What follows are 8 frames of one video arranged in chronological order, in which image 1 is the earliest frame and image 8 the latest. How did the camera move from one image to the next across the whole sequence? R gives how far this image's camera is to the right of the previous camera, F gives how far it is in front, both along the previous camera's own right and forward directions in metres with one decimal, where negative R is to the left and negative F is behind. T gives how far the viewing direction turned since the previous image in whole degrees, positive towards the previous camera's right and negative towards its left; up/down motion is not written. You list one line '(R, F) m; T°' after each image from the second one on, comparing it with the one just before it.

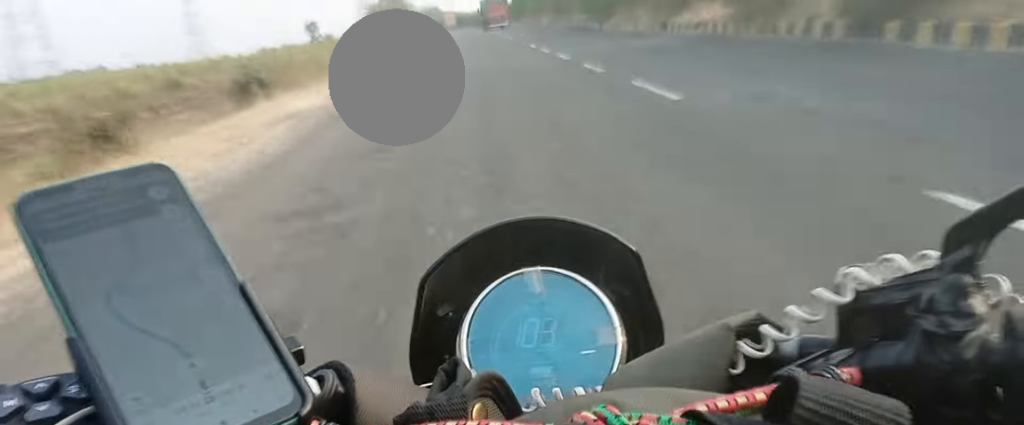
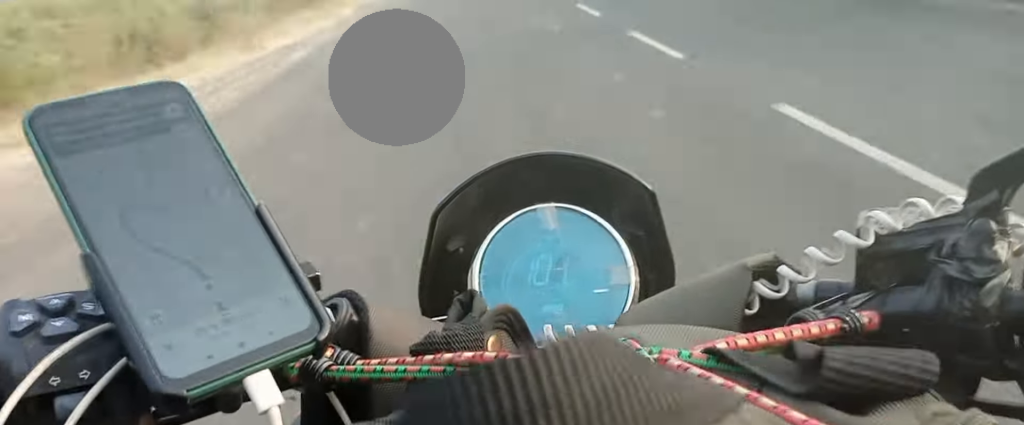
(+0.1, +19.4) m; 0°
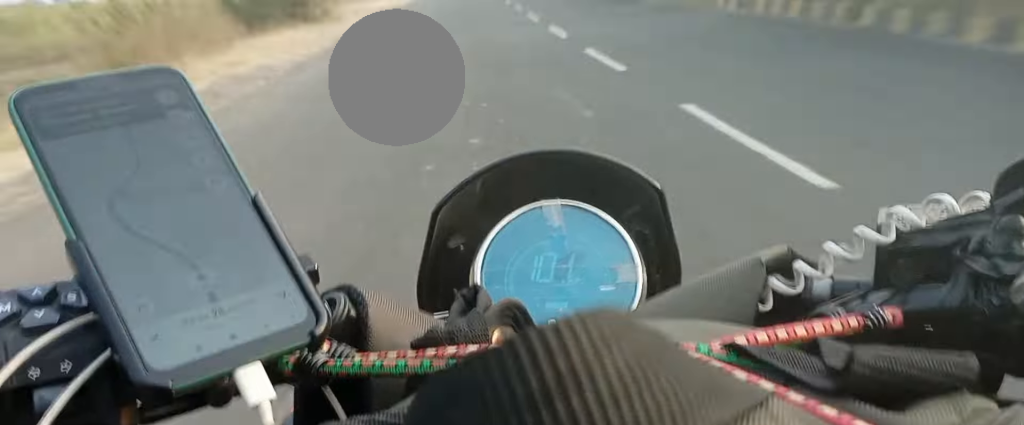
(0.0, +16.7) m; -1°
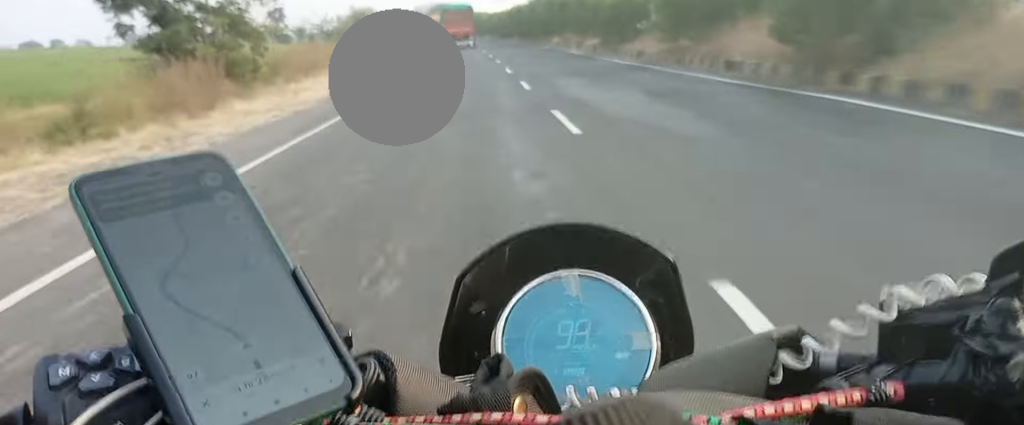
(-1.0, +56.8) m; -1°
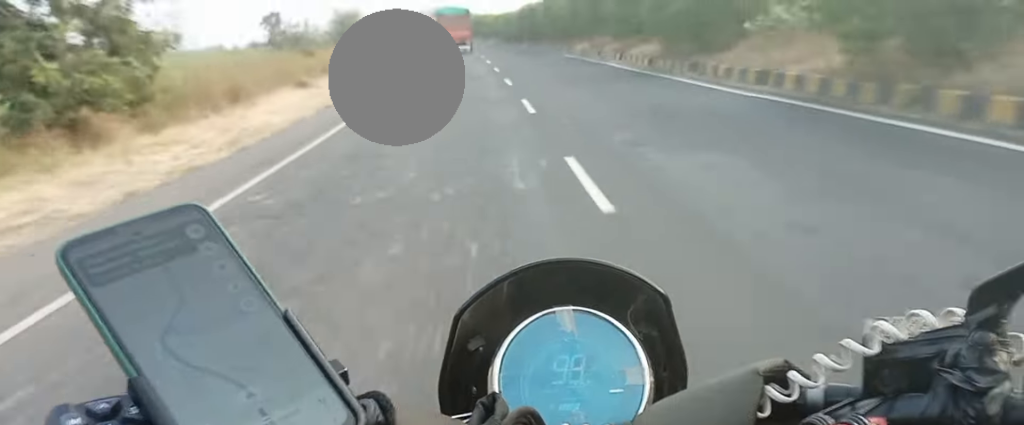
(0.0, +13.0) m; 0°
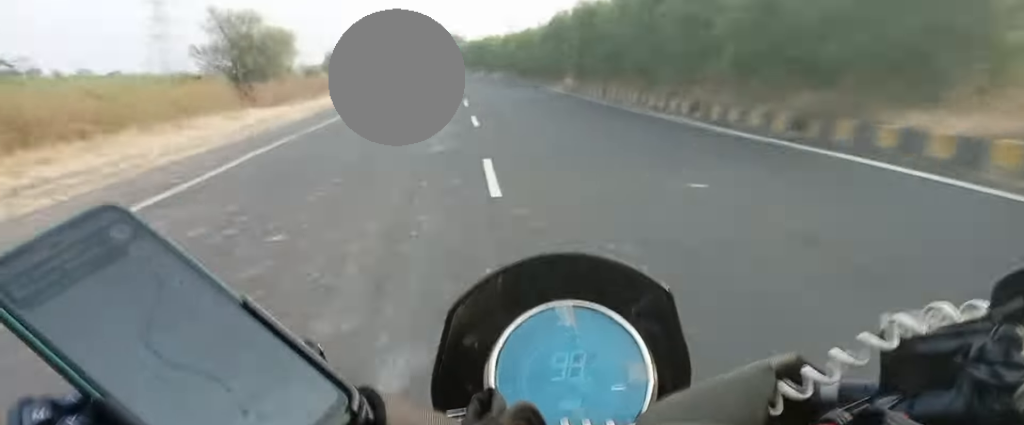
(-0.7, +35.0) m; -2°
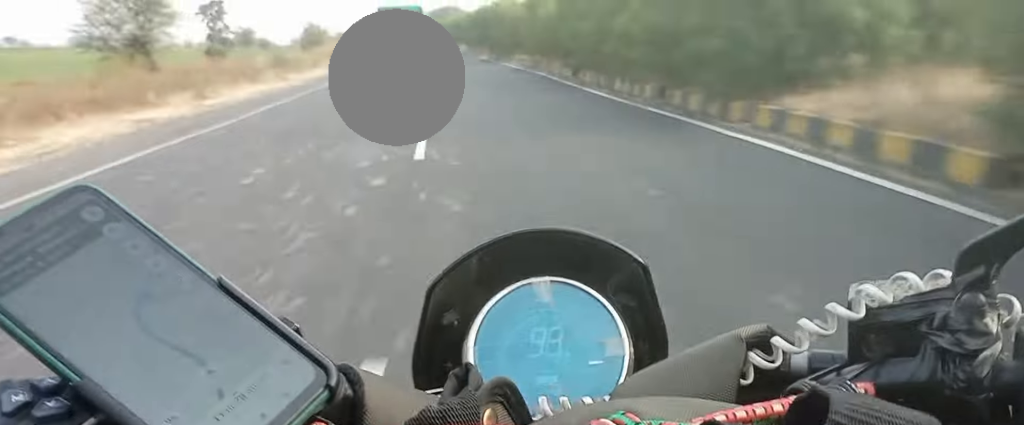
(-0.4, +26.5) m; -1°
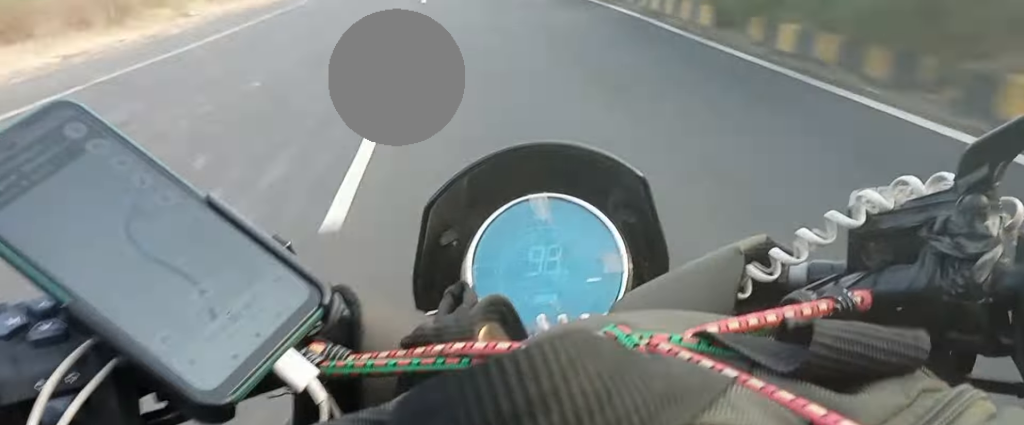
(0.0, +13.6) m; 0°
